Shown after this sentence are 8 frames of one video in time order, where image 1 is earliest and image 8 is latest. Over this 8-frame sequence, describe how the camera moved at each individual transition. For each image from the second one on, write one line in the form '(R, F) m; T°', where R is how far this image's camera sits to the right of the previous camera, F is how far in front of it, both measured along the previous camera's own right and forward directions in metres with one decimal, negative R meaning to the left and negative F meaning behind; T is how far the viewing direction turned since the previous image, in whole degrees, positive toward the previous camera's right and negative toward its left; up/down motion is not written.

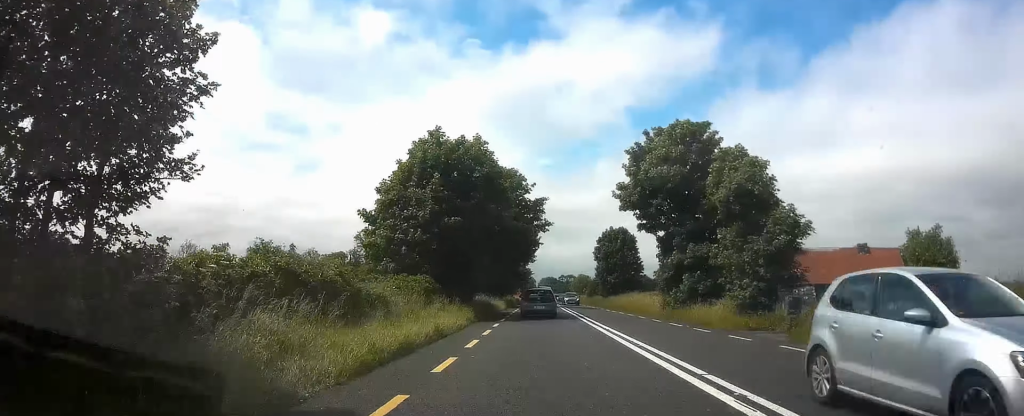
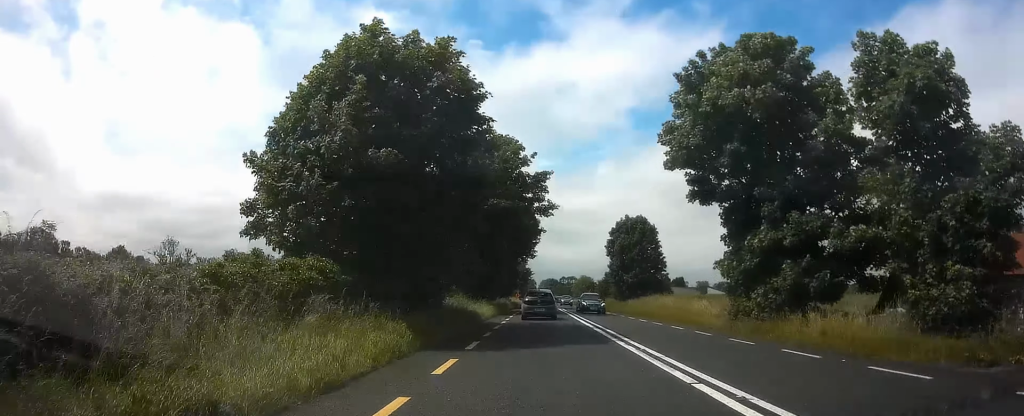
(-0.2, +12.6) m; +1°
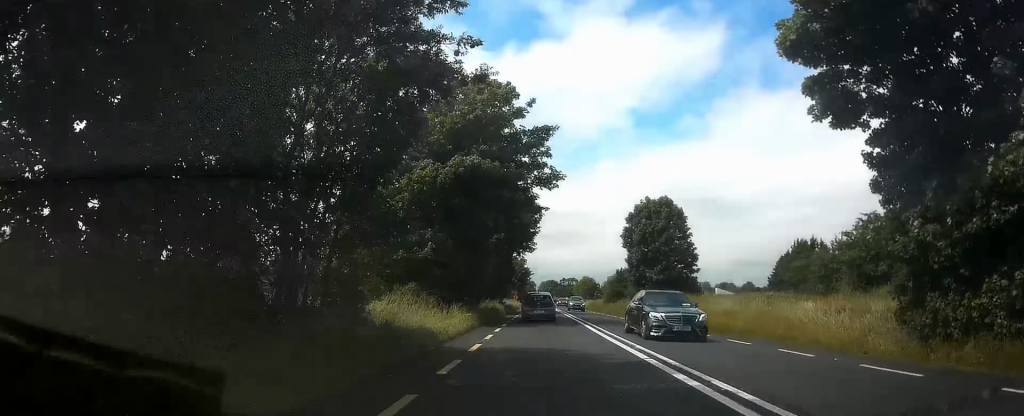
(+0.3, +11.9) m; 0°
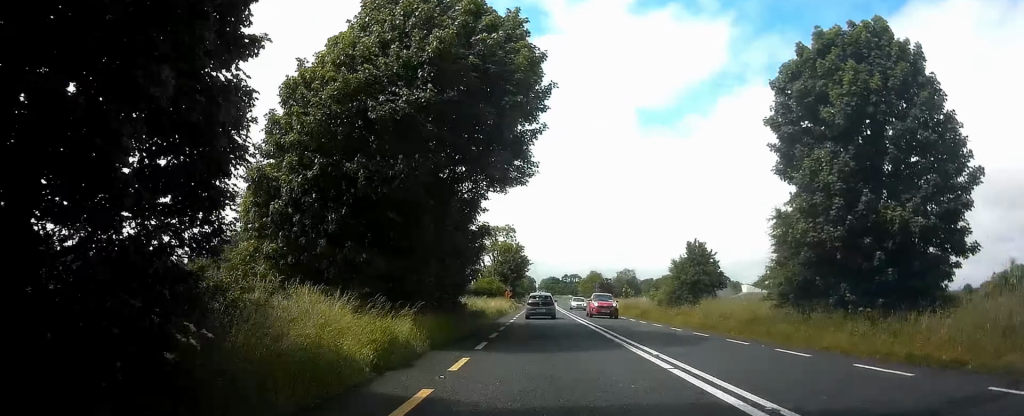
(-0.6, +31.8) m; -1°
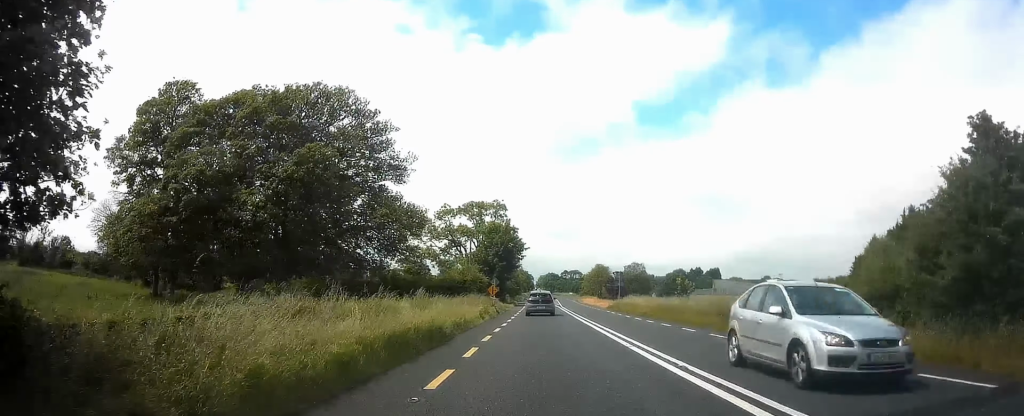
(+0.4, +25.6) m; +1°
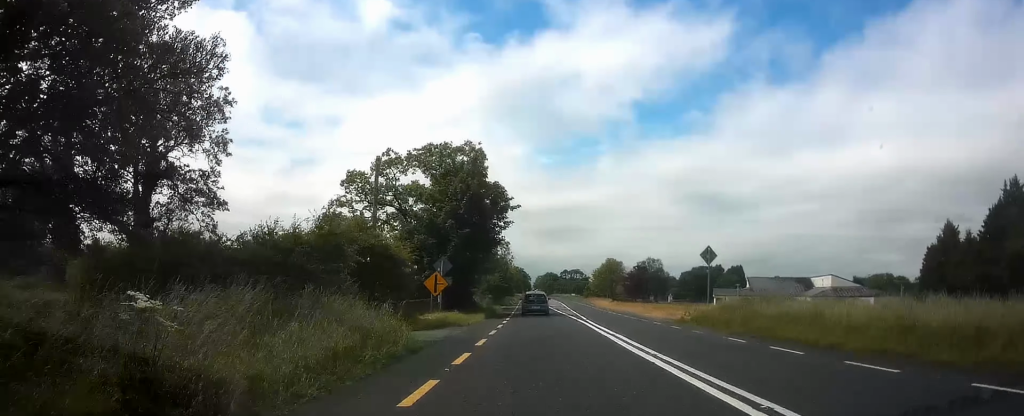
(-0.3, +32.9) m; -2°
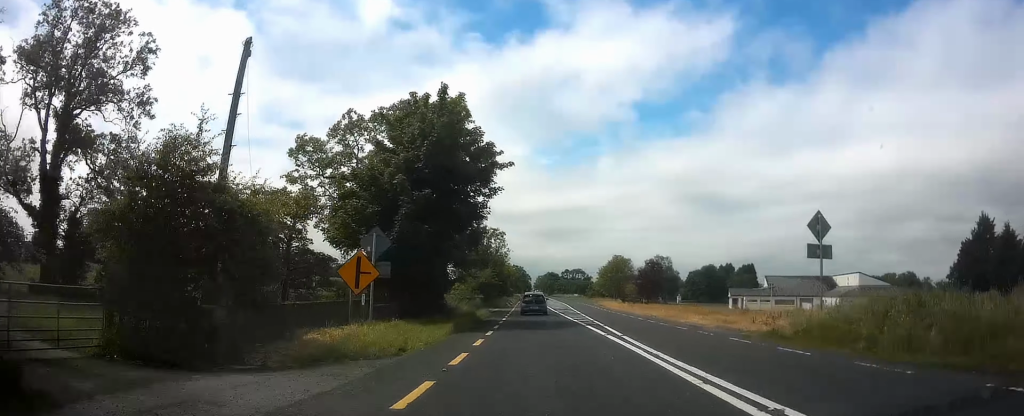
(-0.3, +12.1) m; 0°
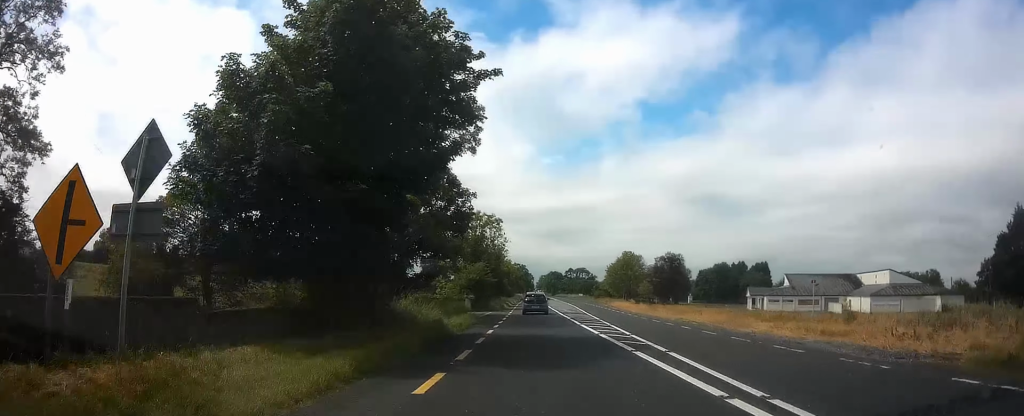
(0.0, +10.8) m; 0°
